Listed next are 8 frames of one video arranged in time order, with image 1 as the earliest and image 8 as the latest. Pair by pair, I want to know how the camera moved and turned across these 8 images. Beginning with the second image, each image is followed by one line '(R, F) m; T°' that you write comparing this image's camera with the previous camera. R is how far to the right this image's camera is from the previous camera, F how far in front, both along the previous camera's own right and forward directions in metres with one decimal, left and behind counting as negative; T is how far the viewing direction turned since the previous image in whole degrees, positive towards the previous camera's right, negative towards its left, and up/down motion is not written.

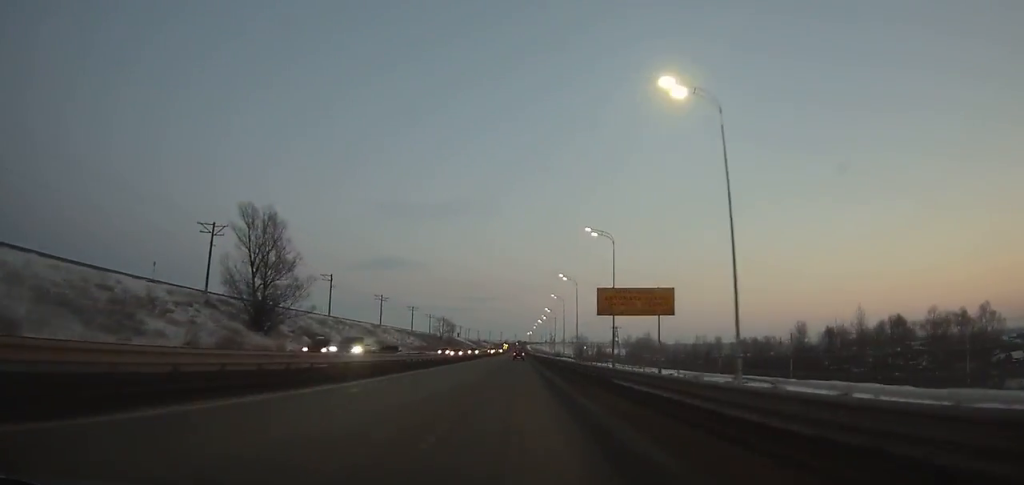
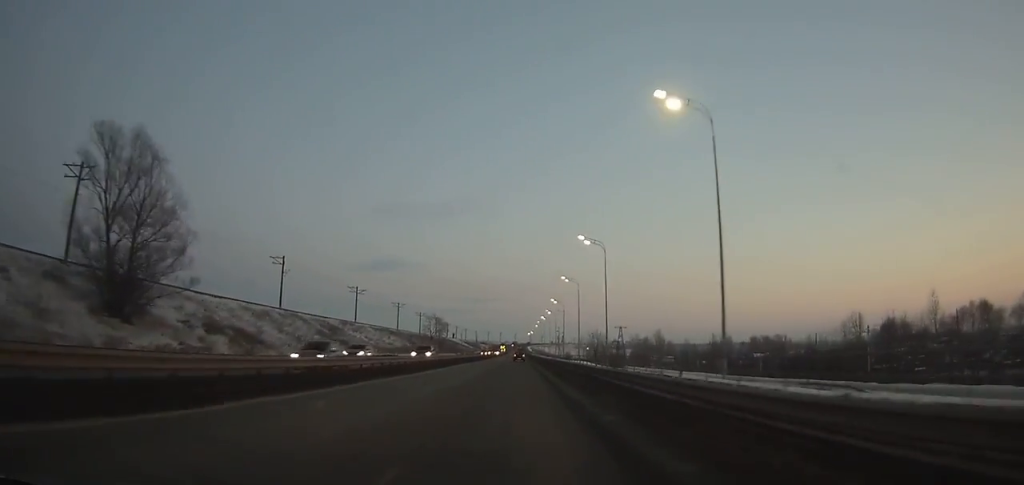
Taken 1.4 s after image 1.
(0.0, +28.5) m; 0°
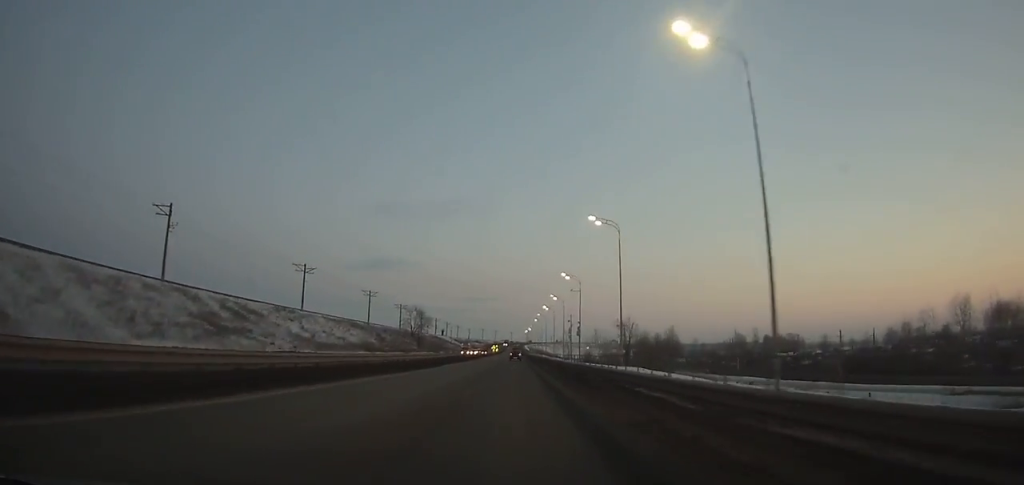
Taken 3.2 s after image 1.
(0.0, +36.9) m; 0°
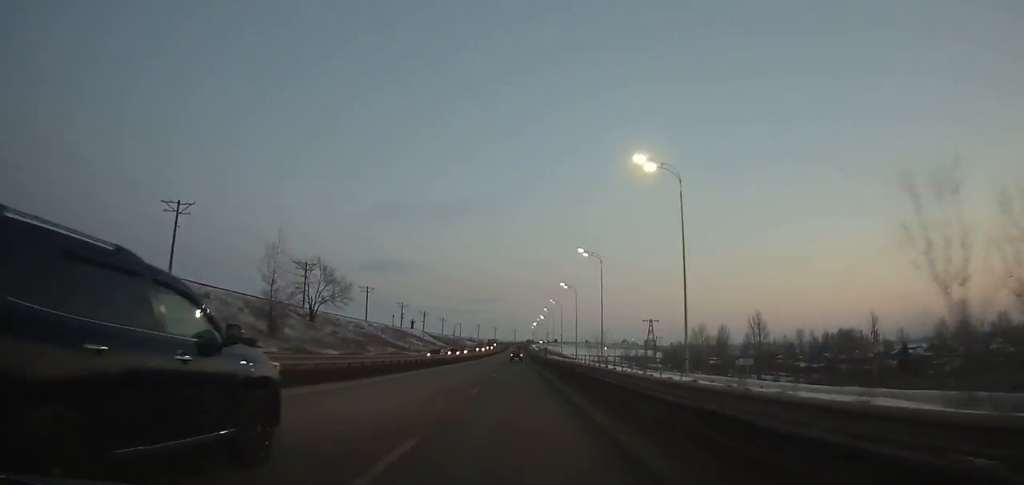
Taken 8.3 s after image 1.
(-0.2, +106.3) m; 0°
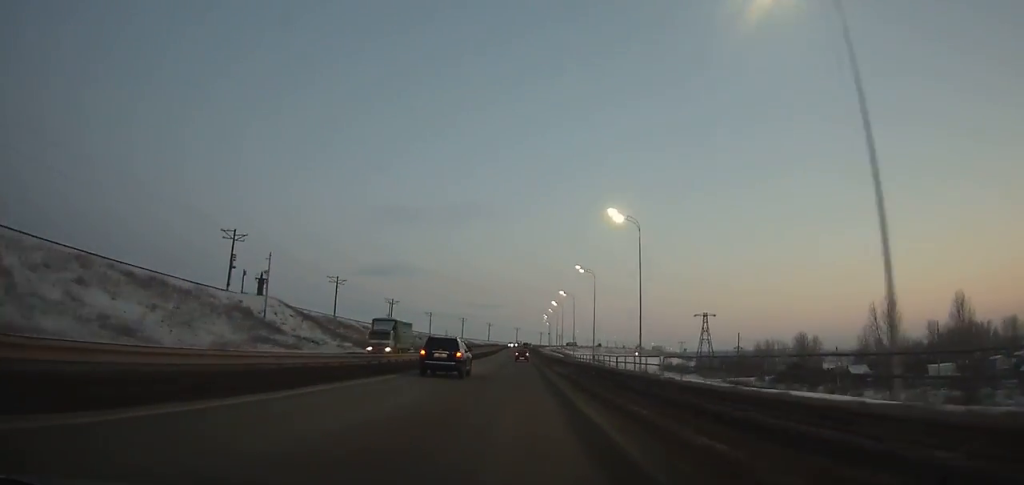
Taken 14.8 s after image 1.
(0.0, +134.1) m; 0°
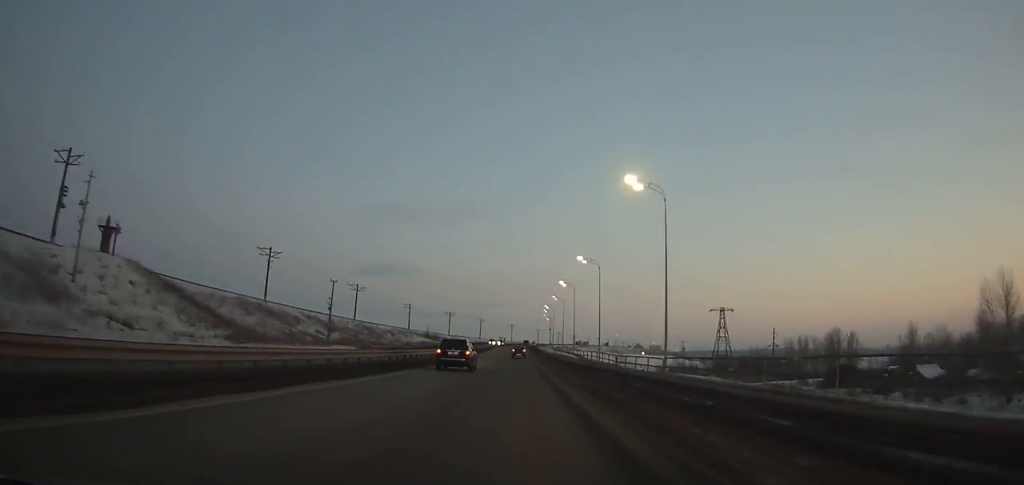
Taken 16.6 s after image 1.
(+0.1, +35.2) m; 0°
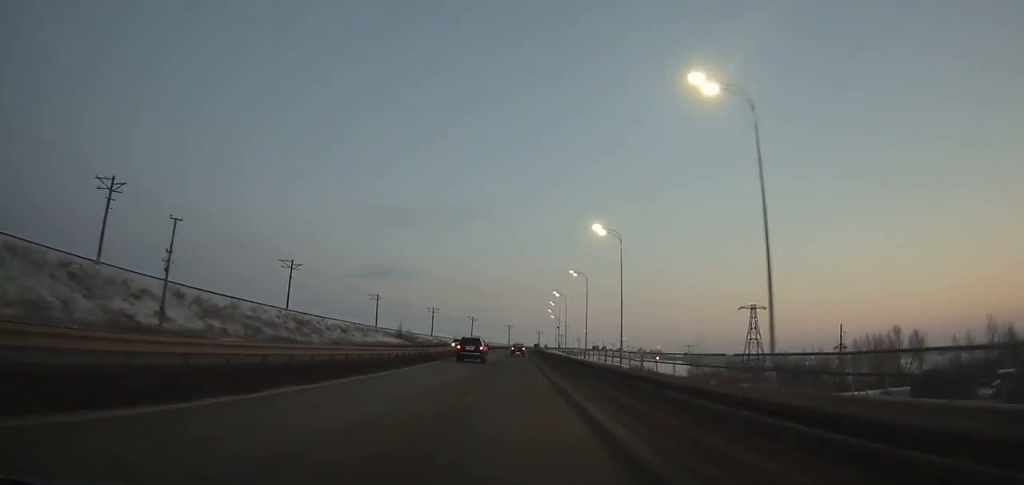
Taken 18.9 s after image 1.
(+0.1, +43.4) m; 0°
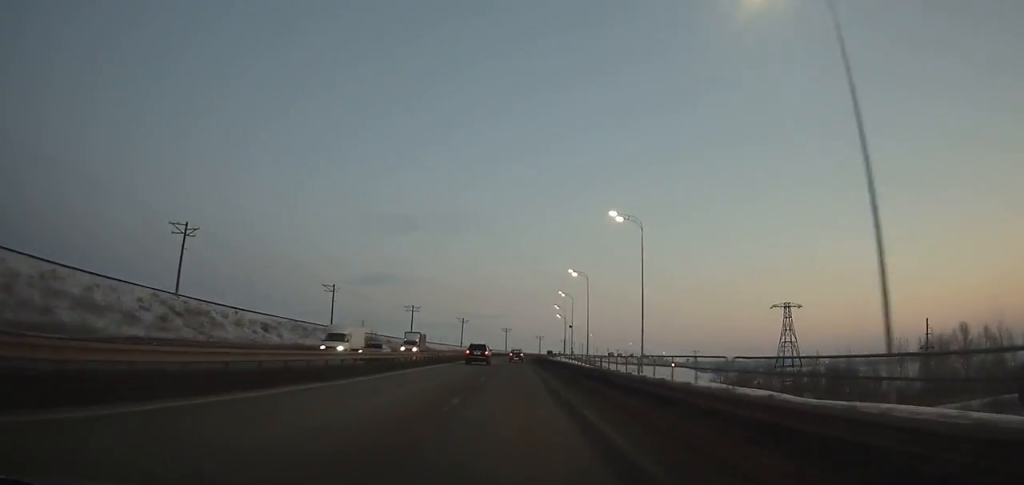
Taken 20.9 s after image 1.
(+0.1, +36.4) m; 0°
